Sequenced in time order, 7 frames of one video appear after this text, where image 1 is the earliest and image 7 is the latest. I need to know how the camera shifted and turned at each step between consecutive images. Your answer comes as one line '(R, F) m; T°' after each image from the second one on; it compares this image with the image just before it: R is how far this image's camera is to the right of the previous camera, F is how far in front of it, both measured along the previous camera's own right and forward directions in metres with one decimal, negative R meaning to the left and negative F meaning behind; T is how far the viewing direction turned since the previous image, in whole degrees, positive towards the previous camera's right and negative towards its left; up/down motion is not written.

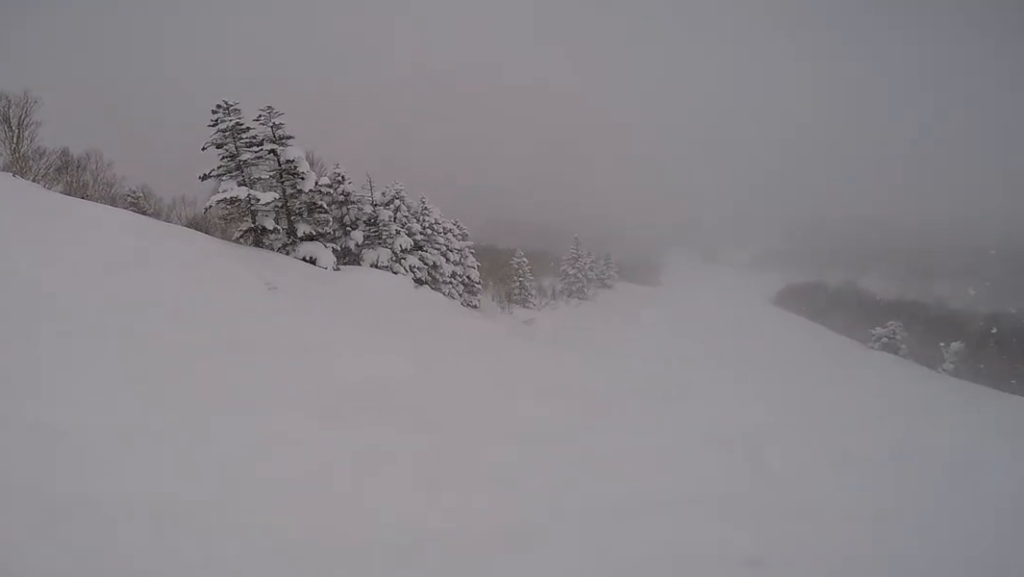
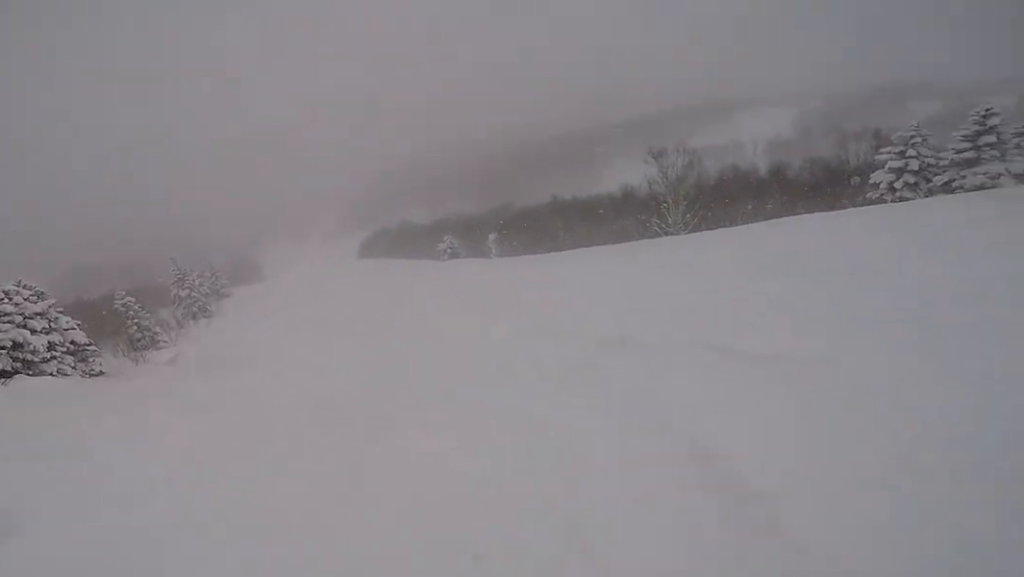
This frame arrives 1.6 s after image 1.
(+2.4, +4.6) m; +58°
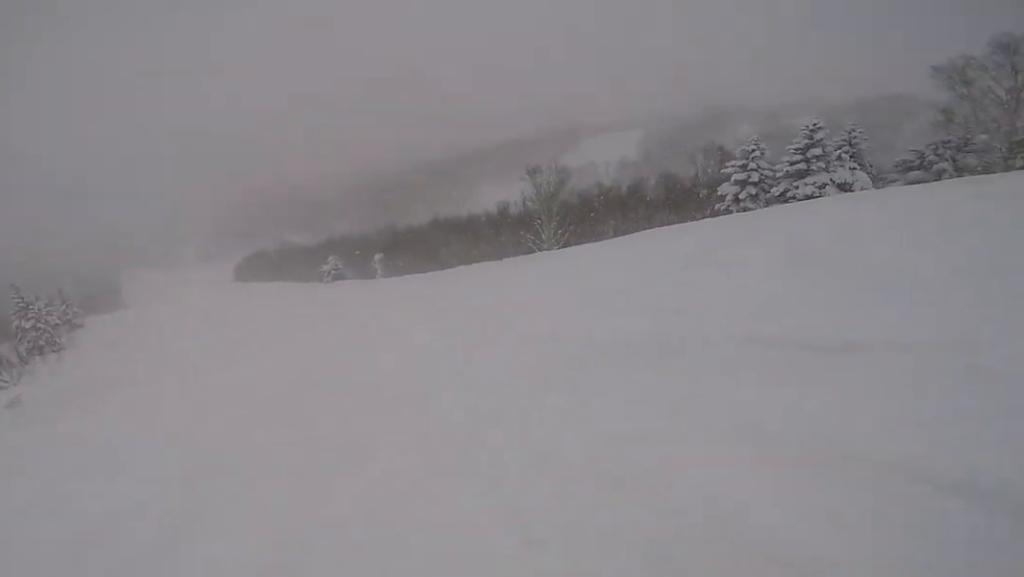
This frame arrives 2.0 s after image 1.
(+0.4, +1.7) m; +7°
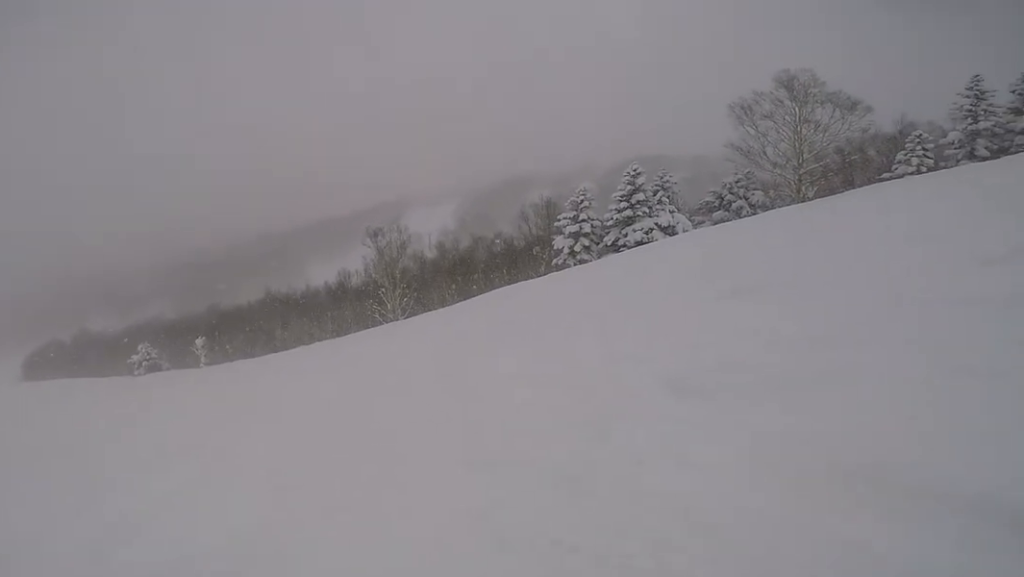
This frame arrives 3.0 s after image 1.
(+0.8, +4.7) m; +13°
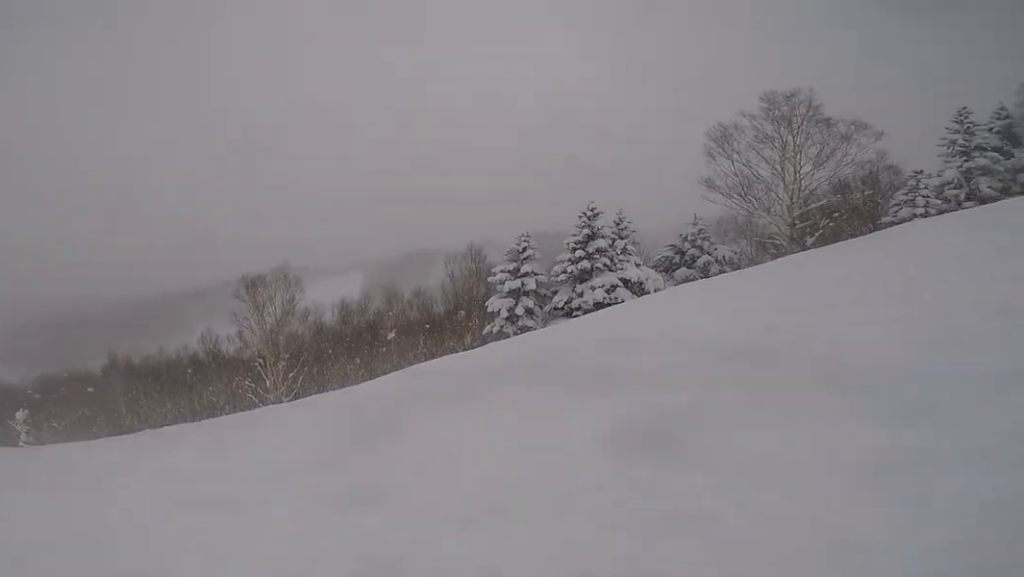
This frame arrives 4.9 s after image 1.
(+1.8, +8.1) m; +29°
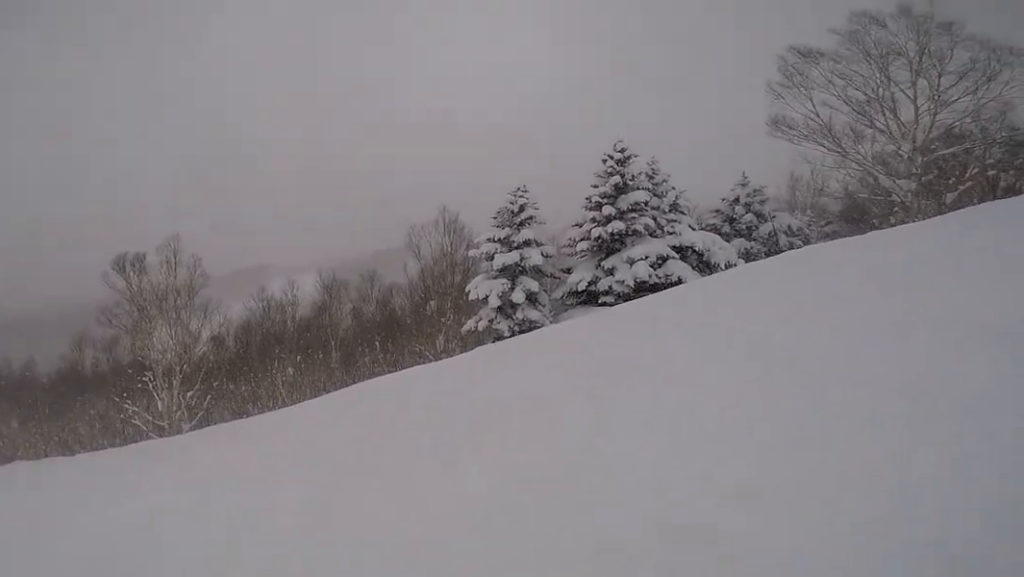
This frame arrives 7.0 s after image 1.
(+0.2, +8.9) m; -10°
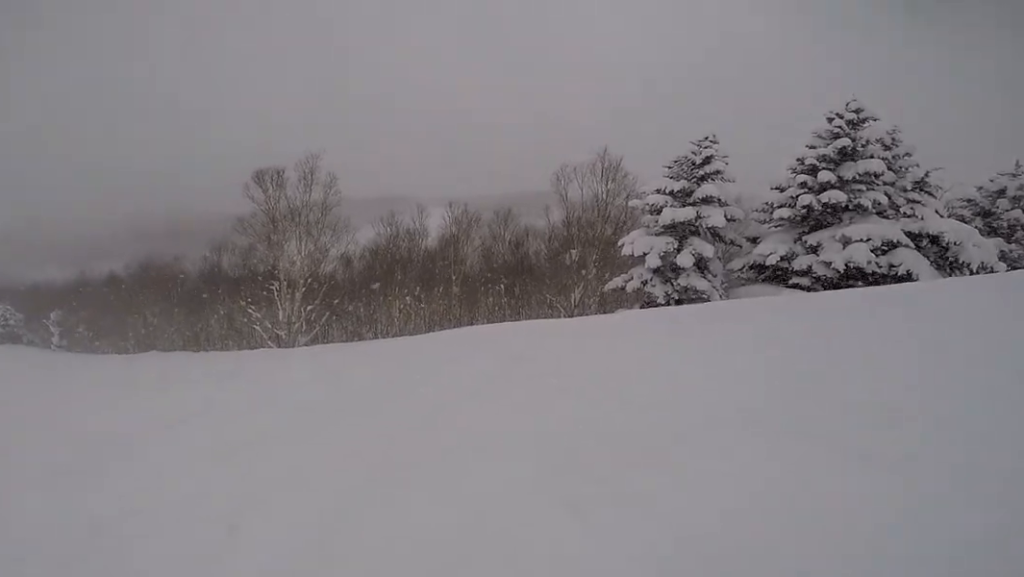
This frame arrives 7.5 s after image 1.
(-0.4, +1.7) m; -3°
